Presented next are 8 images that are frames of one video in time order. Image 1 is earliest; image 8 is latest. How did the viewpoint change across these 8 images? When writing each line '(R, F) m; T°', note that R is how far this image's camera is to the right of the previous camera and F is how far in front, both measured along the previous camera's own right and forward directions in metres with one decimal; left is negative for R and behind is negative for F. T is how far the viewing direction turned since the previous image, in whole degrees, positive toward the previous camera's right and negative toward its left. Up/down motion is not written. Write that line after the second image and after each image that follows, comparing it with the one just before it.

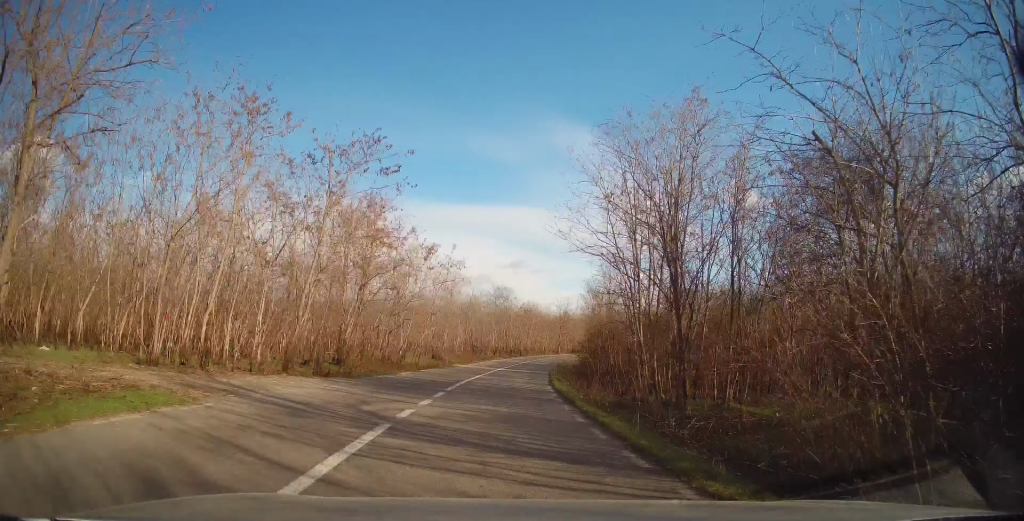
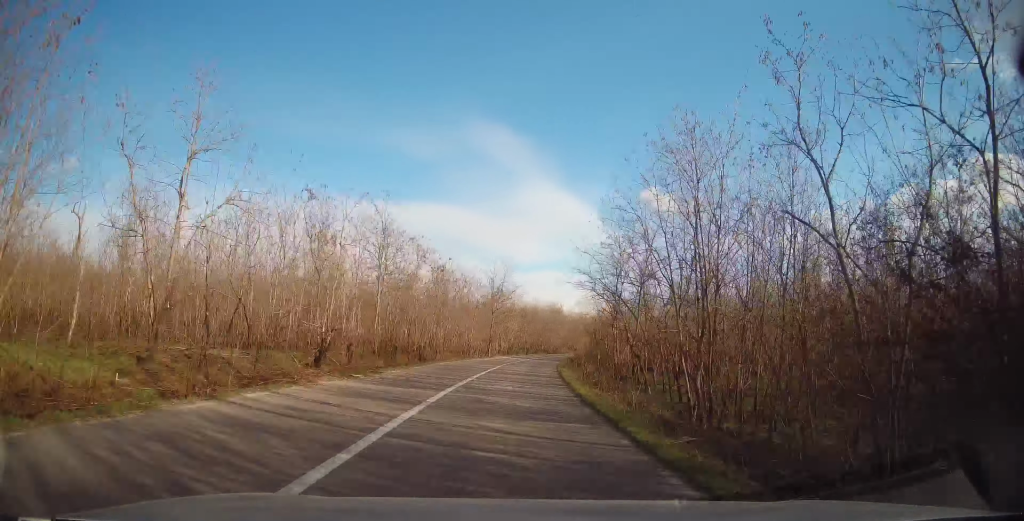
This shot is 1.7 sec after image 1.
(+3.3, +41.2) m; +9°
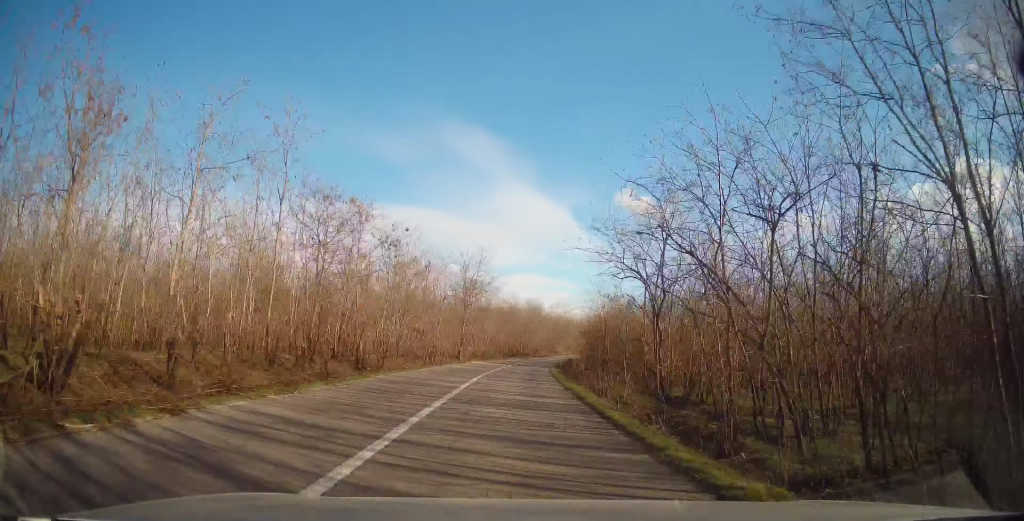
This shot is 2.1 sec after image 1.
(-0.3, +10.8) m; +3°
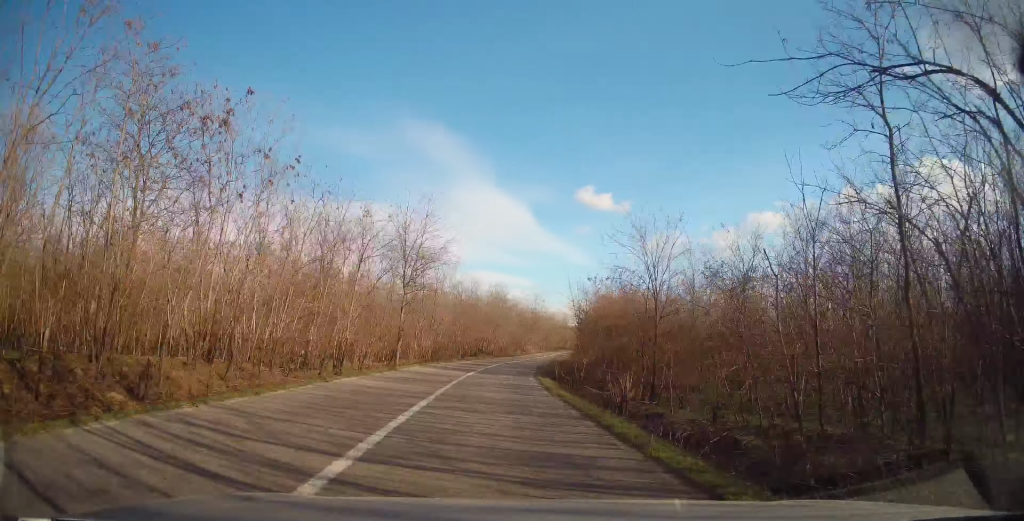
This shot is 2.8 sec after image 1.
(+1.5, +17.3) m; +3°
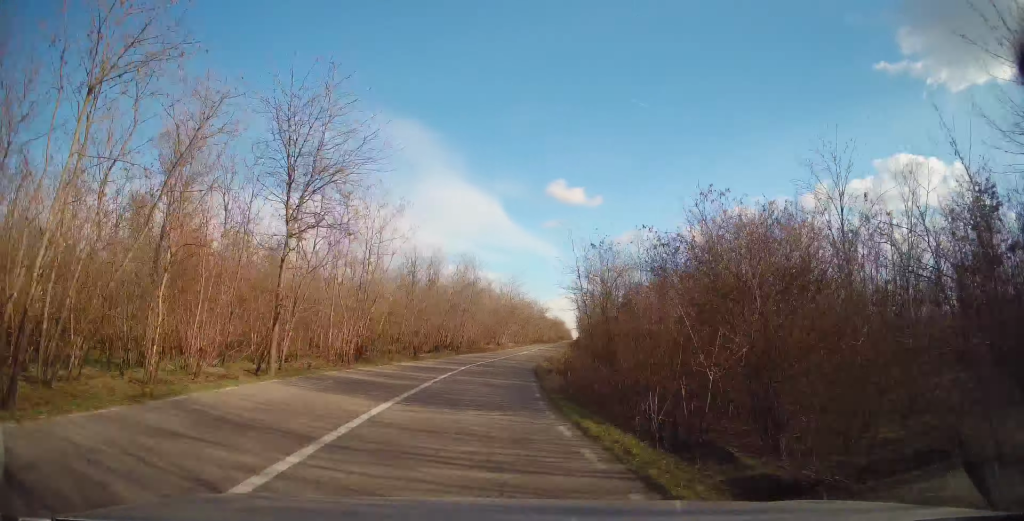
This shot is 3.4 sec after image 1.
(+0.4, +16.6) m; +3°
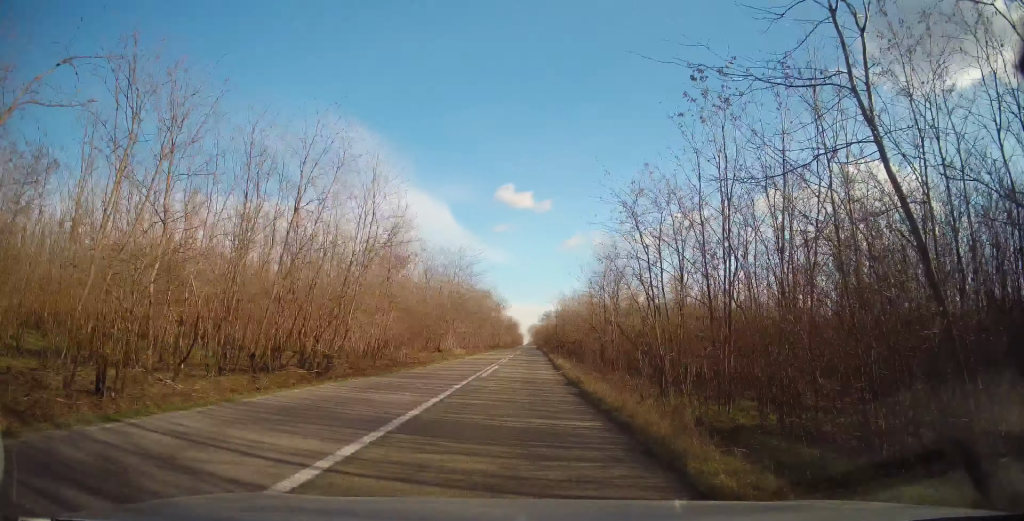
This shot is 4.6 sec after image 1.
(+1.0, +29.8) m; +5°
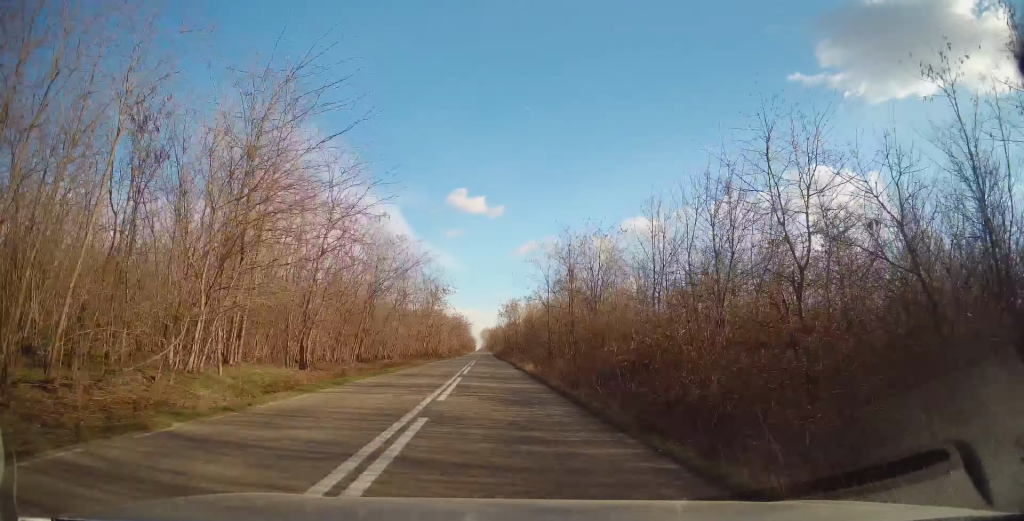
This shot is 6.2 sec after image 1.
(+2.7, +41.9) m; +6°
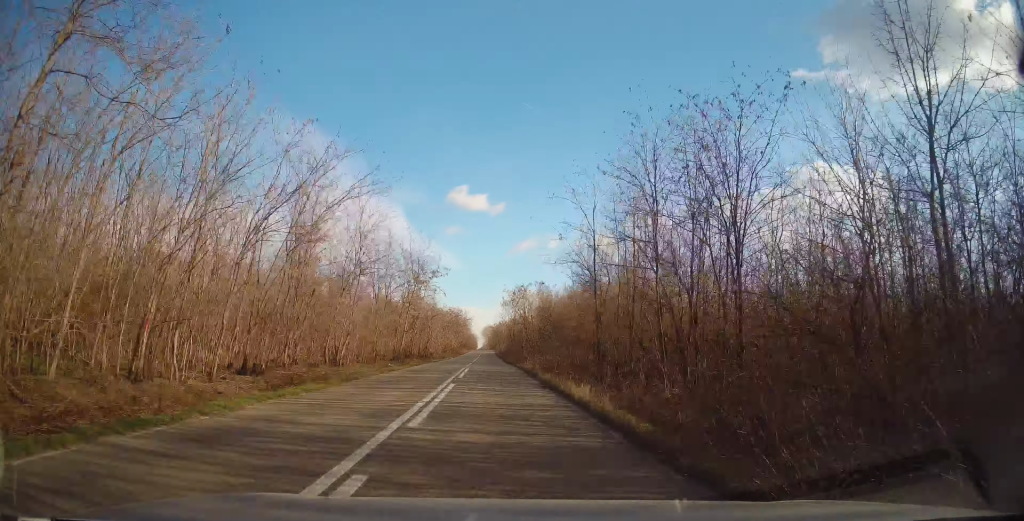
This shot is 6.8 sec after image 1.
(+0.4, +15.9) m; 0°
